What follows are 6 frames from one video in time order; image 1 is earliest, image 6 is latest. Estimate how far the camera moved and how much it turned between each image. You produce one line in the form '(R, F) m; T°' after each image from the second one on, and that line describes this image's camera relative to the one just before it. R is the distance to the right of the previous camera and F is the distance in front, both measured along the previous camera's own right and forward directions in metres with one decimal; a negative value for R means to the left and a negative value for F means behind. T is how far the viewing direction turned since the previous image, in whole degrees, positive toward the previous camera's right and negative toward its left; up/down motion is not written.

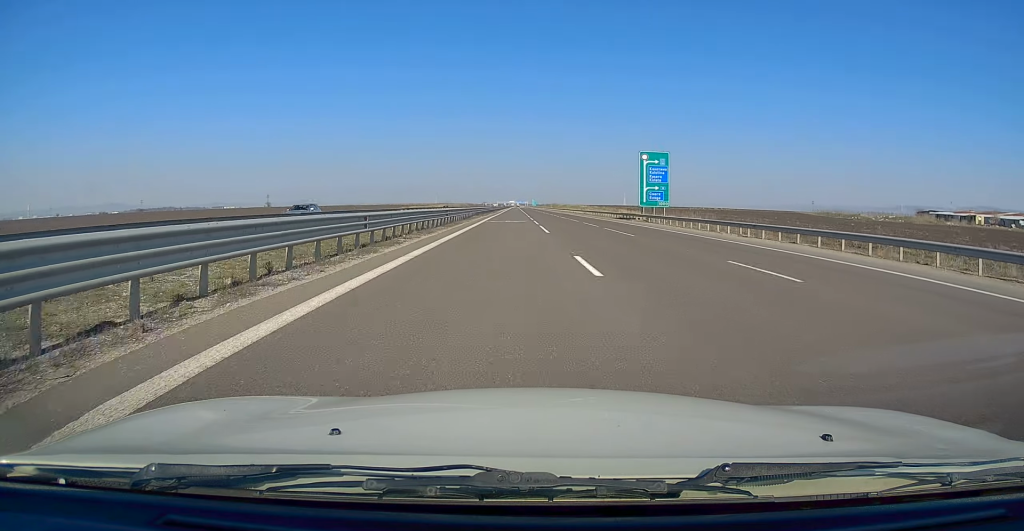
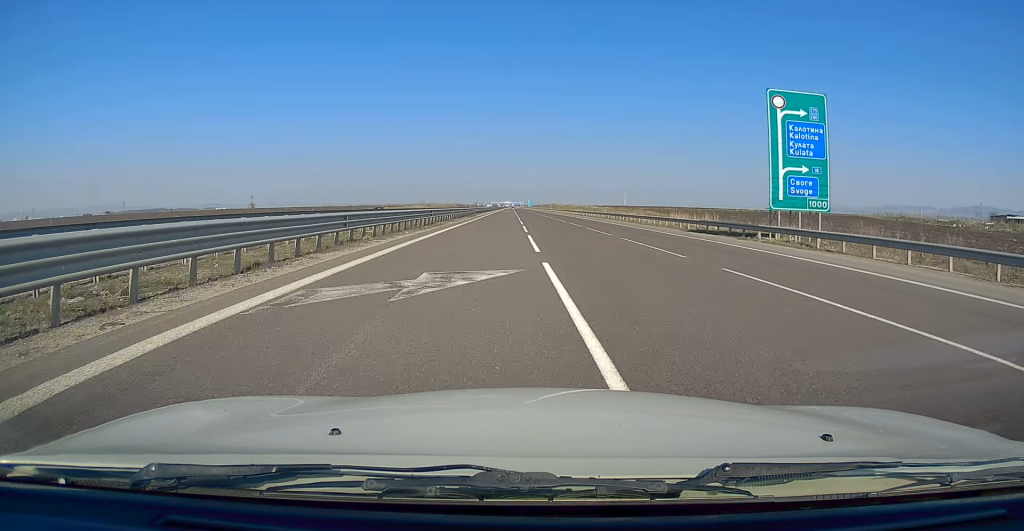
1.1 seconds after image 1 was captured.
(0.0, +35.3) m; 0°
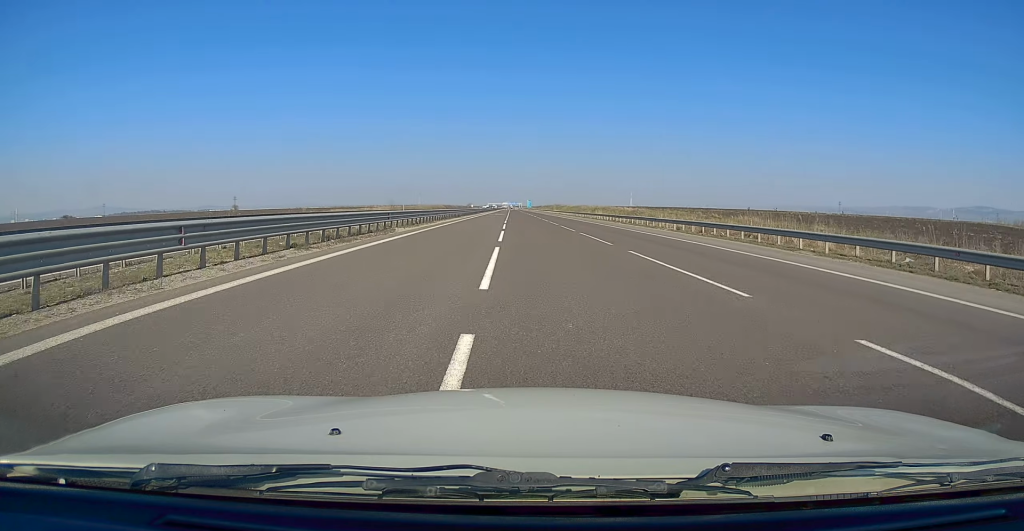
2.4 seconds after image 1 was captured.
(+0.1, +43.2) m; 0°
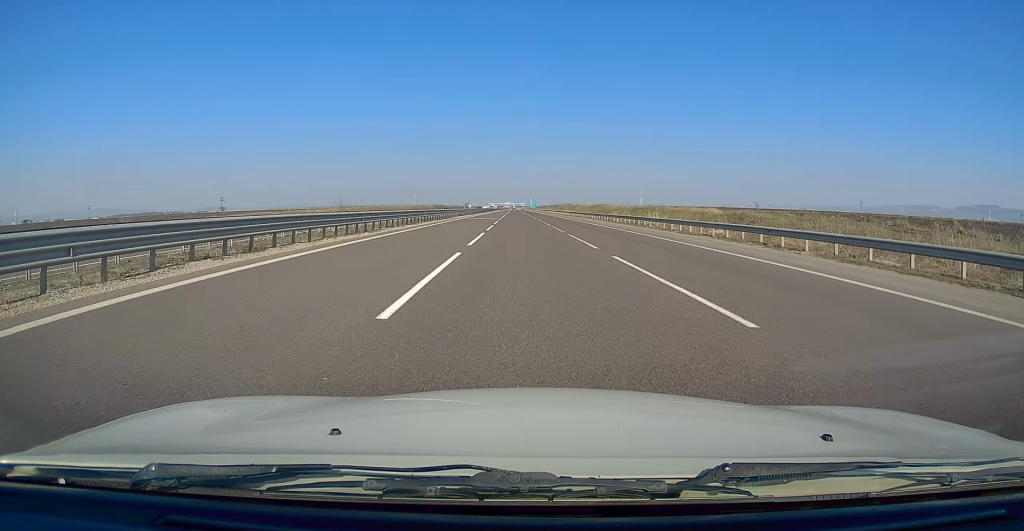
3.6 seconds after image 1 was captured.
(+0.2, +38.2) m; 0°
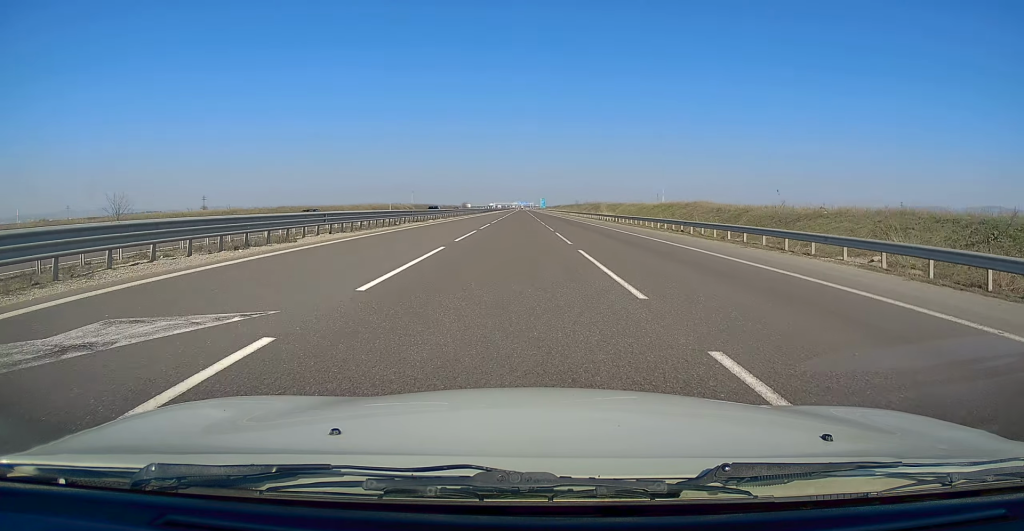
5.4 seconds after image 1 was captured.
(-0.6, +57.6) m; -1°
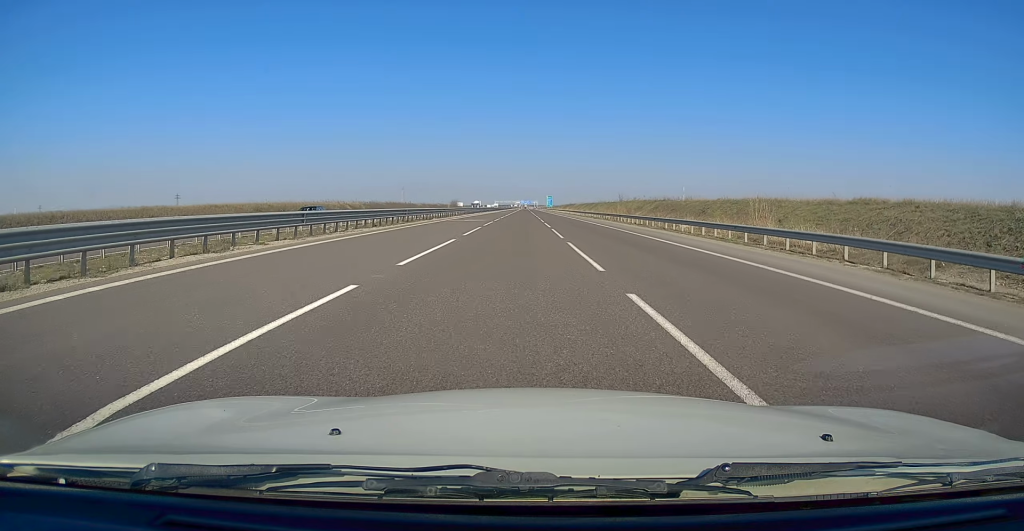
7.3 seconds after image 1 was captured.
(+0.1, +56.5) m; 0°
